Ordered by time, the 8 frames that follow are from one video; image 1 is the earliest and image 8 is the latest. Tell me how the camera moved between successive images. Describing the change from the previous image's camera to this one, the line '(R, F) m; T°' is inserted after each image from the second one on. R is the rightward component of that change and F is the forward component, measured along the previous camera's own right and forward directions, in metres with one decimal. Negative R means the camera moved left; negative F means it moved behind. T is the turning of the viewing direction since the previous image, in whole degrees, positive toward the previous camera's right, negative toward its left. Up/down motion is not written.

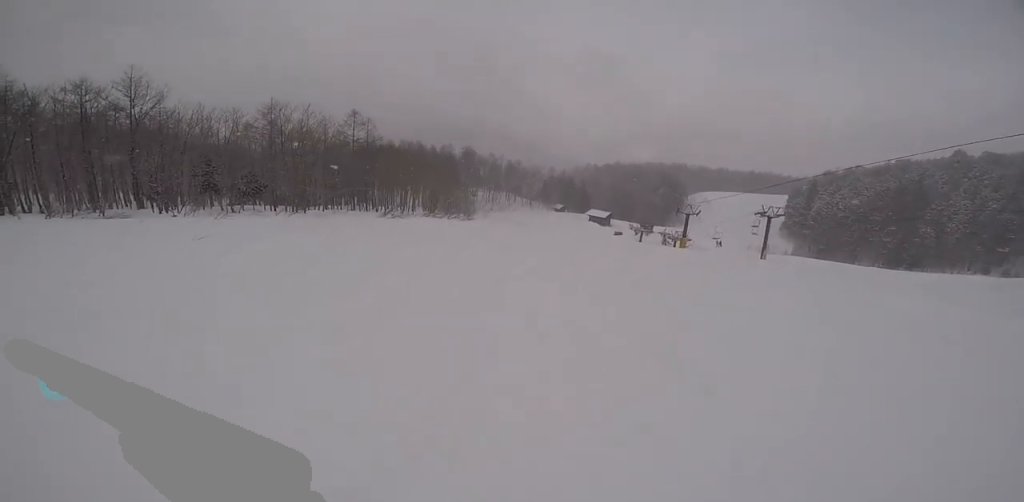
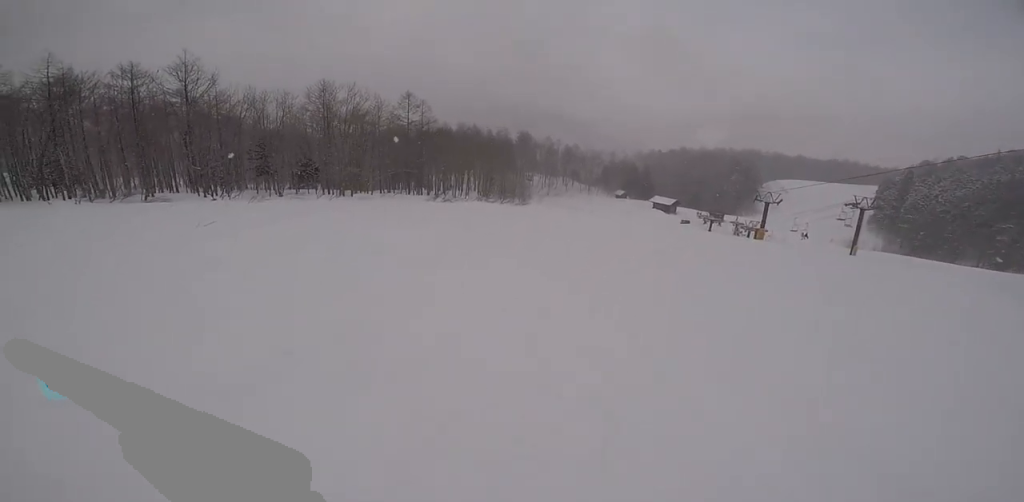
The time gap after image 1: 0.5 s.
(-0.2, +2.5) m; -6°
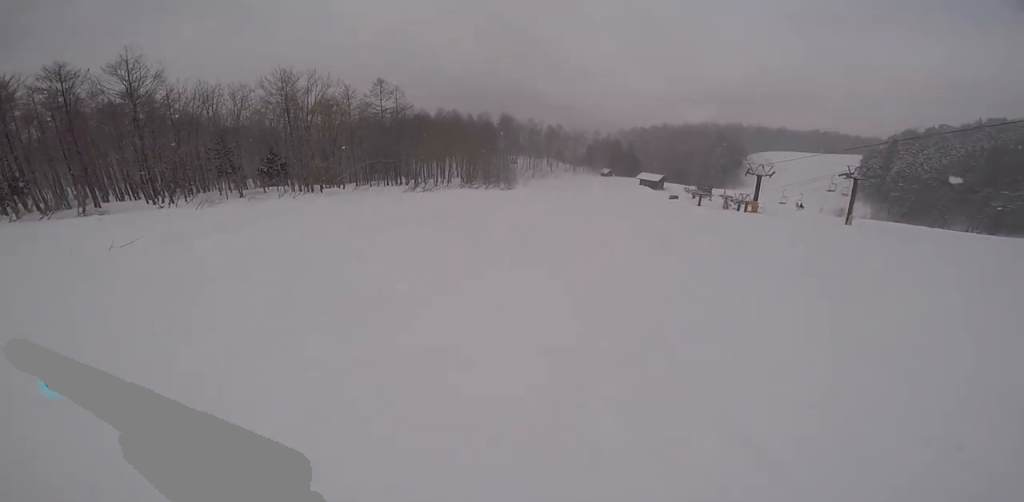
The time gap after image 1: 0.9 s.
(-0.6, +2.2) m; -1°
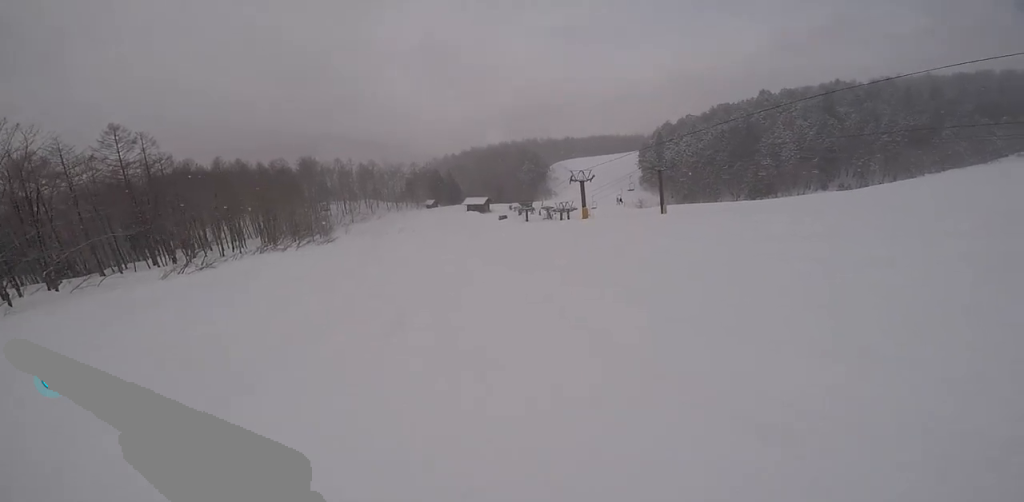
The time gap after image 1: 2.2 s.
(+0.6, +7.6) m; +12°
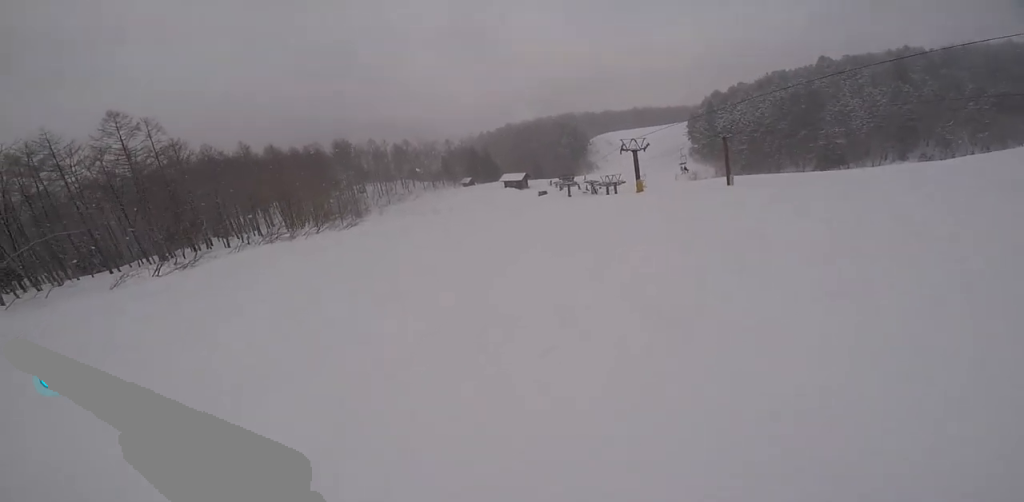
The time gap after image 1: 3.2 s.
(+0.1, +5.8) m; +1°
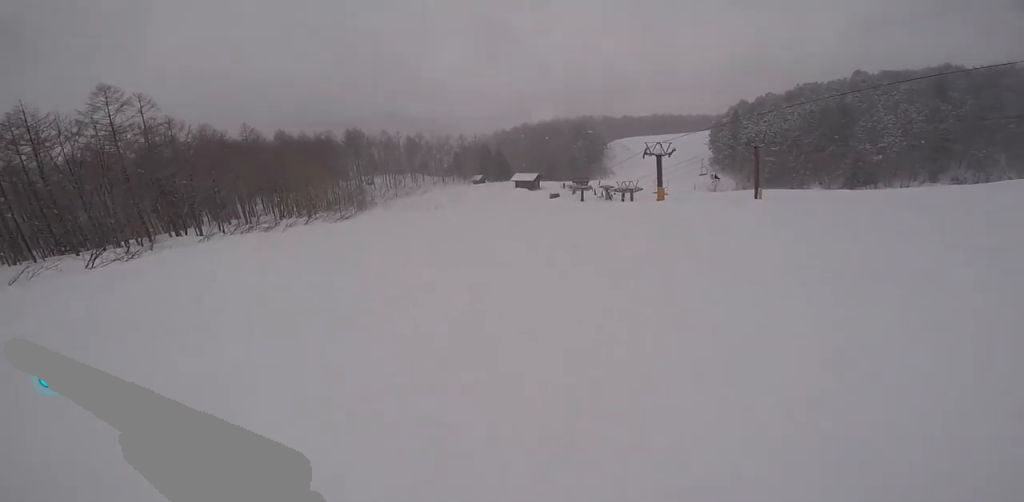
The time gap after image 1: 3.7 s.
(0.0, +3.3) m; +1°
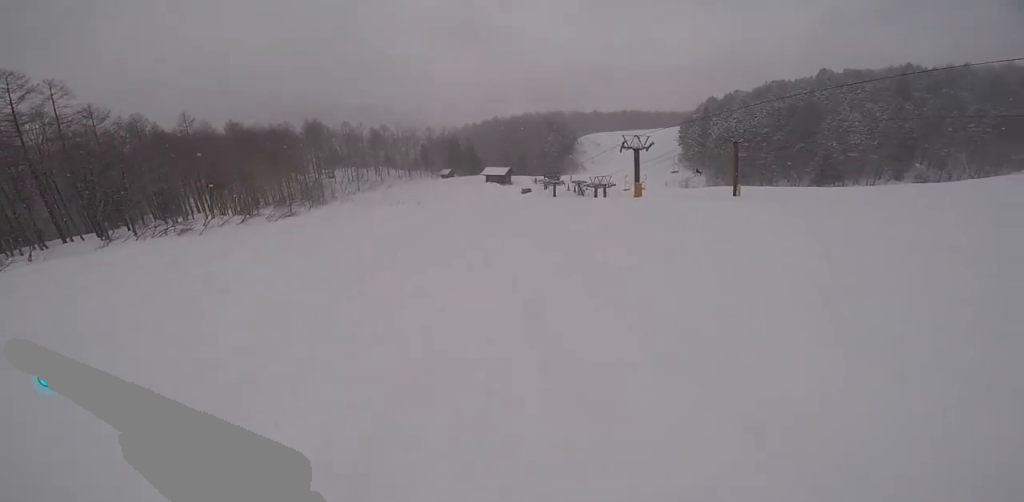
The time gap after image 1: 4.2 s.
(0.0, +3.1) m; +1°
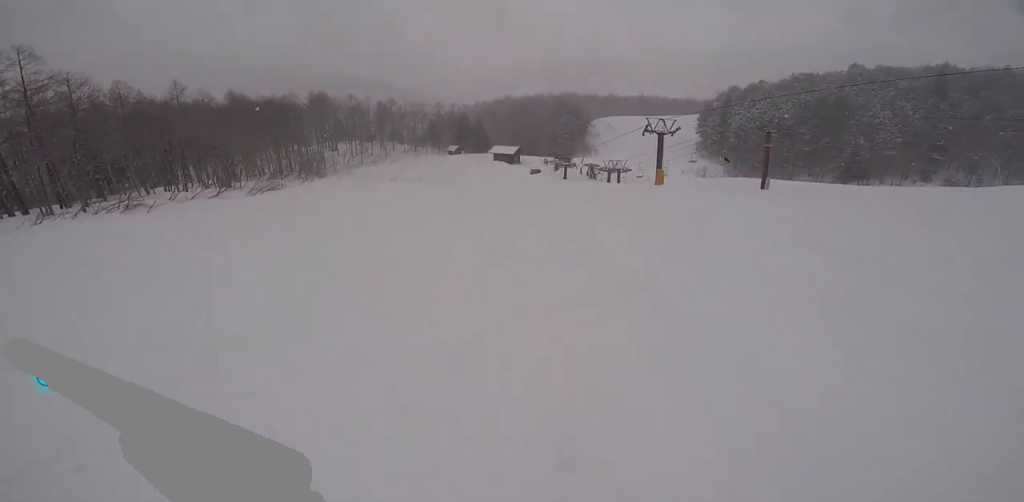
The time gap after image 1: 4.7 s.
(+0.1, +3.1) m; +4°
